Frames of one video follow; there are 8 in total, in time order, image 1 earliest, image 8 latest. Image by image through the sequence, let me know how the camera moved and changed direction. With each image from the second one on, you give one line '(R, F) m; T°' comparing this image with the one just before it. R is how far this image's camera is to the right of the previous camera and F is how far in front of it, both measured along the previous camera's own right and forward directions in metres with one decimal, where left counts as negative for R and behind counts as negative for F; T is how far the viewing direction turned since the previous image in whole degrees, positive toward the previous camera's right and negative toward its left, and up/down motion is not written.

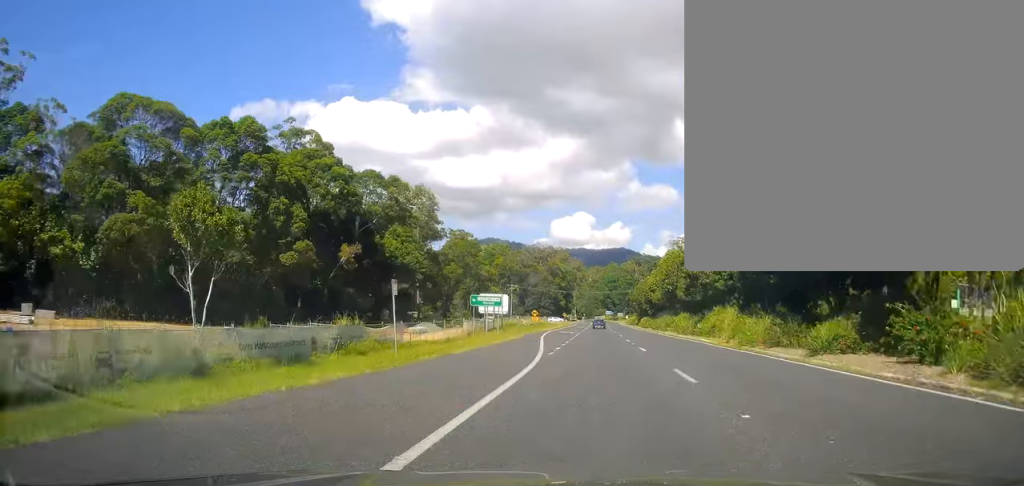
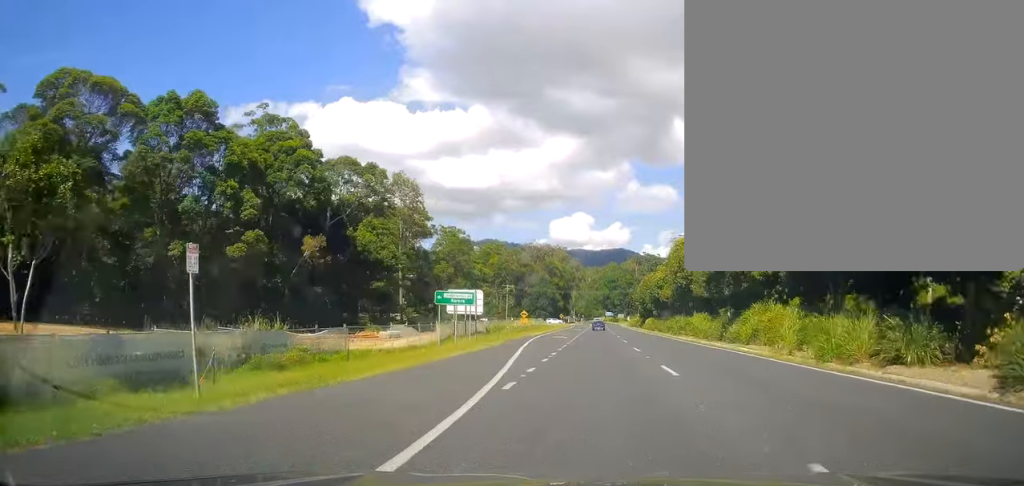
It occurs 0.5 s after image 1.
(-0.1, +9.7) m; 0°
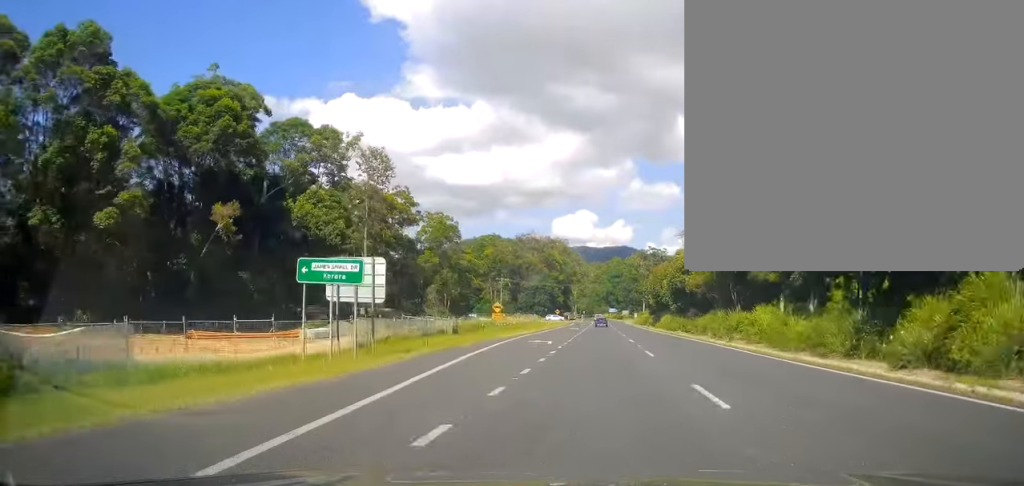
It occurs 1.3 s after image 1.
(0.0, +17.2) m; +1°
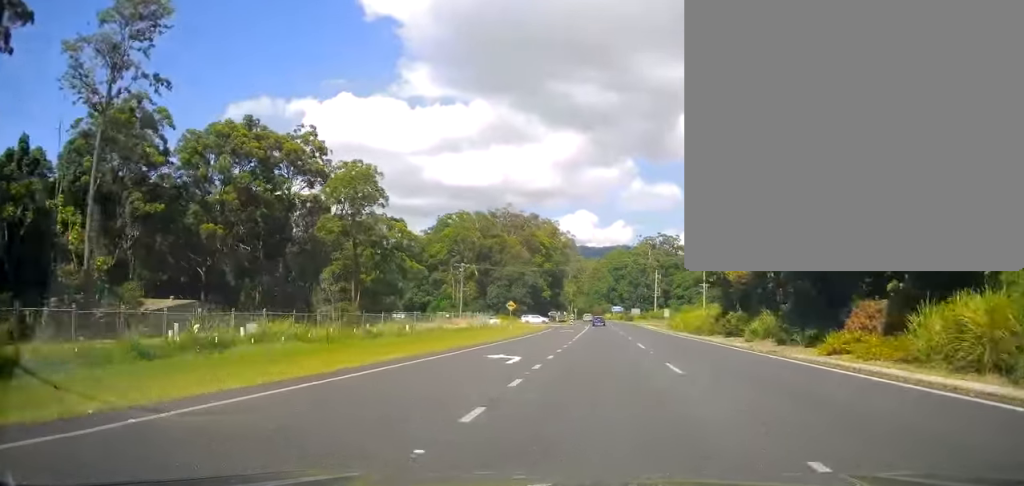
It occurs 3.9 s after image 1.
(-0.1, +54.5) m; -2°
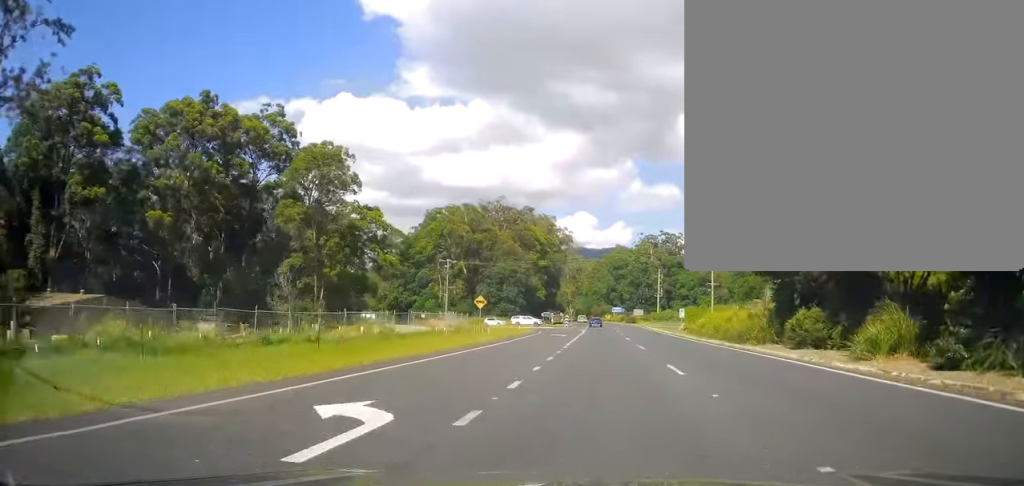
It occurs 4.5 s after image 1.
(0.0, +12.2) m; 0°
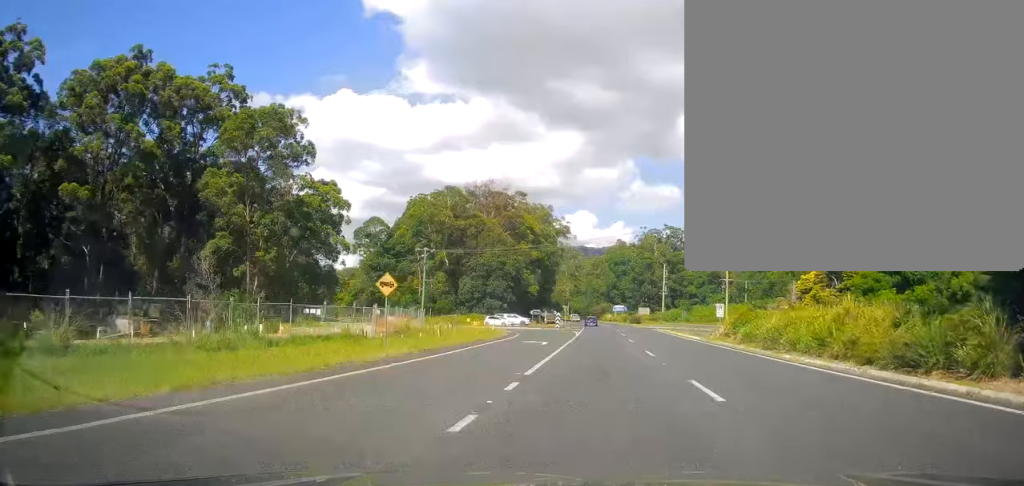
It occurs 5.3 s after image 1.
(0.0, +16.1) m; 0°
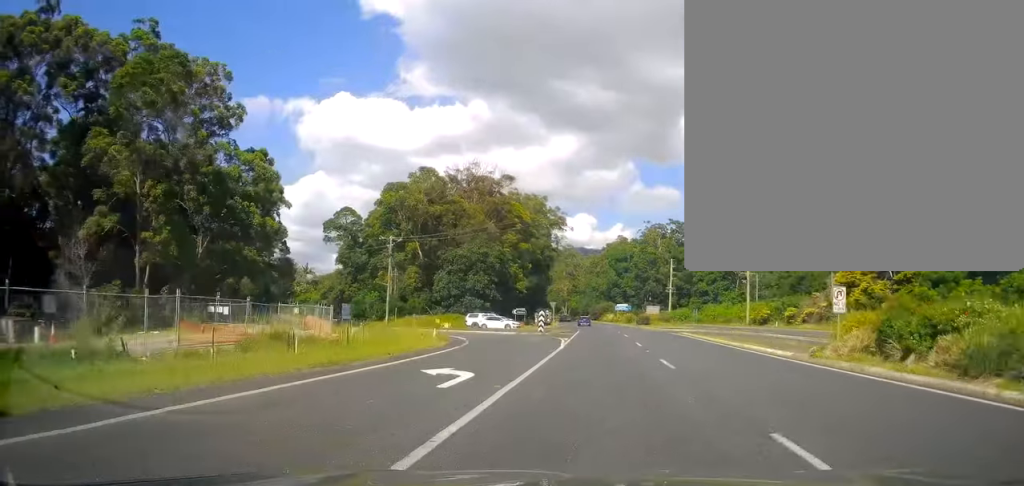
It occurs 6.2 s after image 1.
(0.0, +17.4) m; 0°
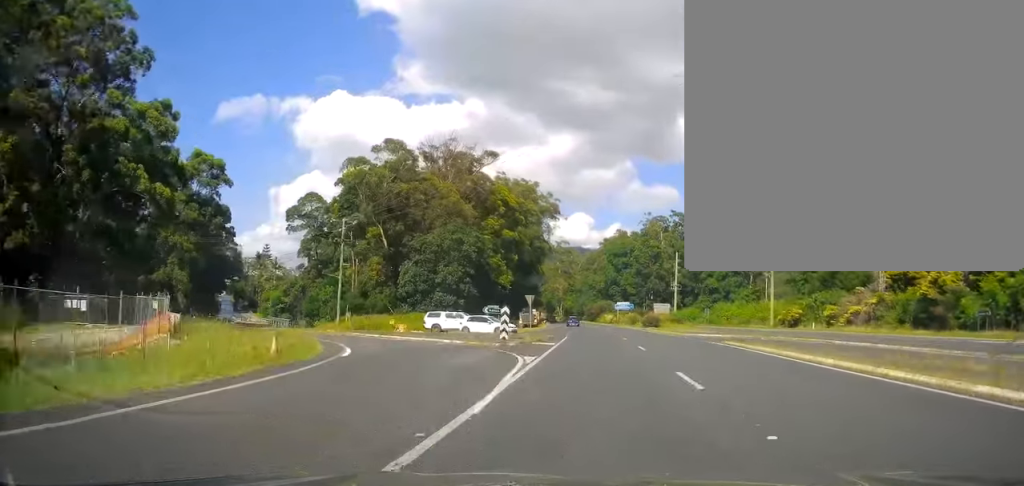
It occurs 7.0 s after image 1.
(+0.2, +16.3) m; 0°
